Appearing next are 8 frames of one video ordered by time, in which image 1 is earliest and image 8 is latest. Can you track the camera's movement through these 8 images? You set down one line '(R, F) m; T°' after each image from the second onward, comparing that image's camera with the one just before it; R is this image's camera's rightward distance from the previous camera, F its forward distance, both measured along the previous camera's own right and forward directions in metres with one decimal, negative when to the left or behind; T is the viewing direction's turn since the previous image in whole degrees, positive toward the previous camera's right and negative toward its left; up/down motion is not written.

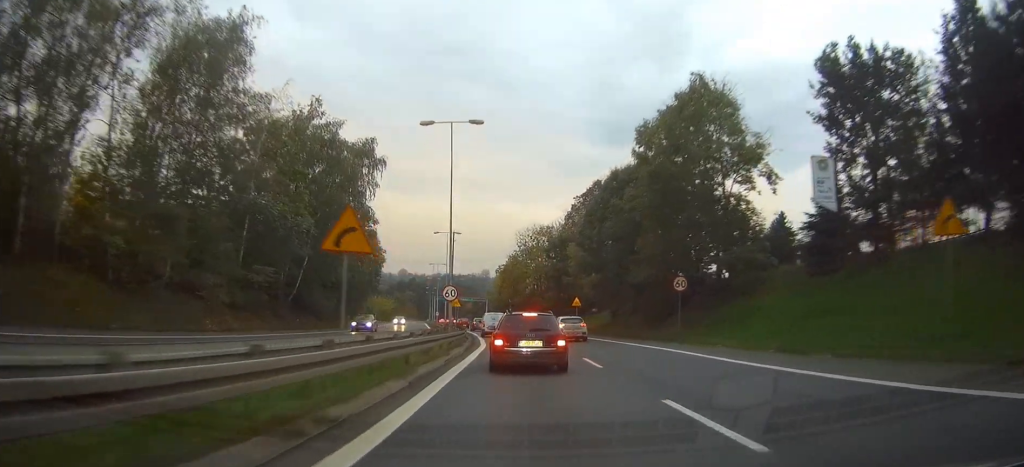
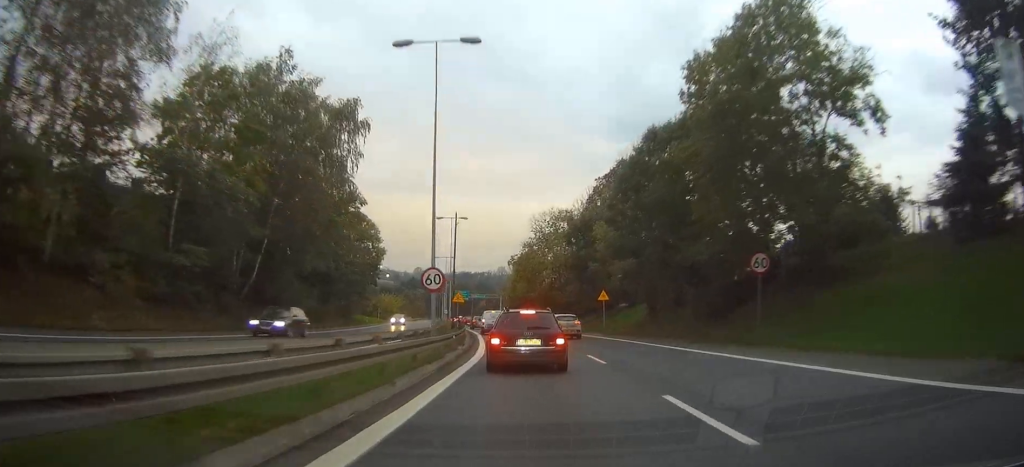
(-0.2, +11.6) m; -1°
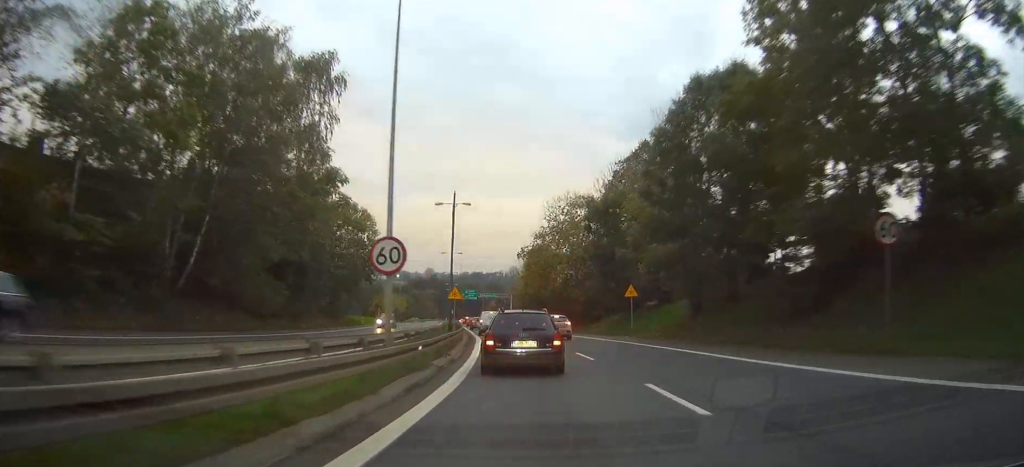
(-0.1, +9.8) m; -1°
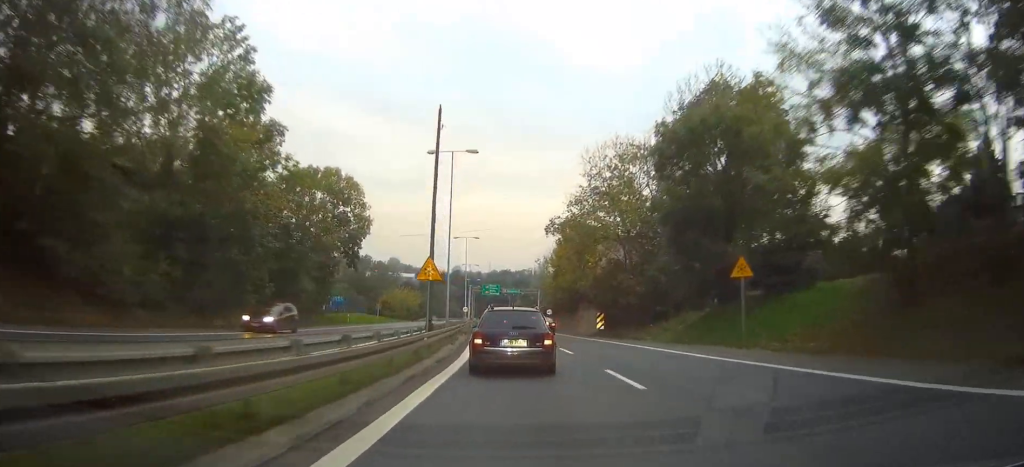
(-0.4, +20.5) m; -3°
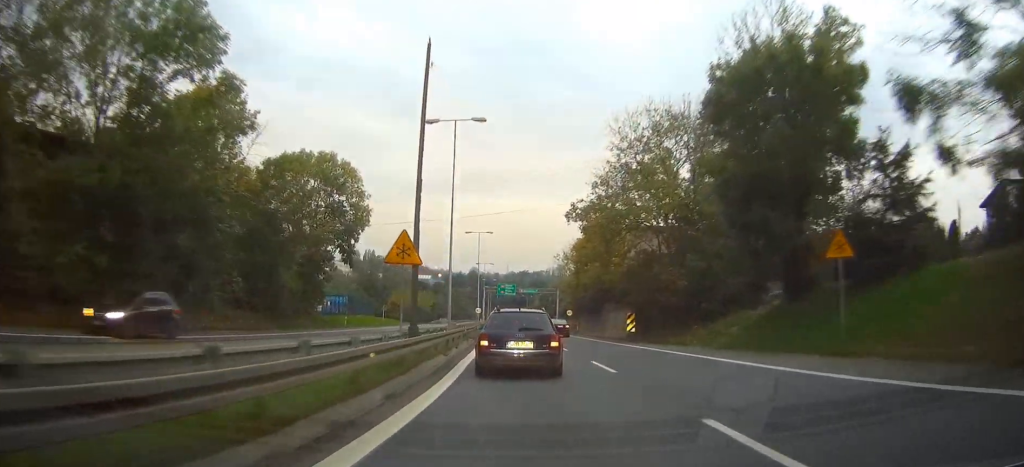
(-0.1, +7.9) m; -1°
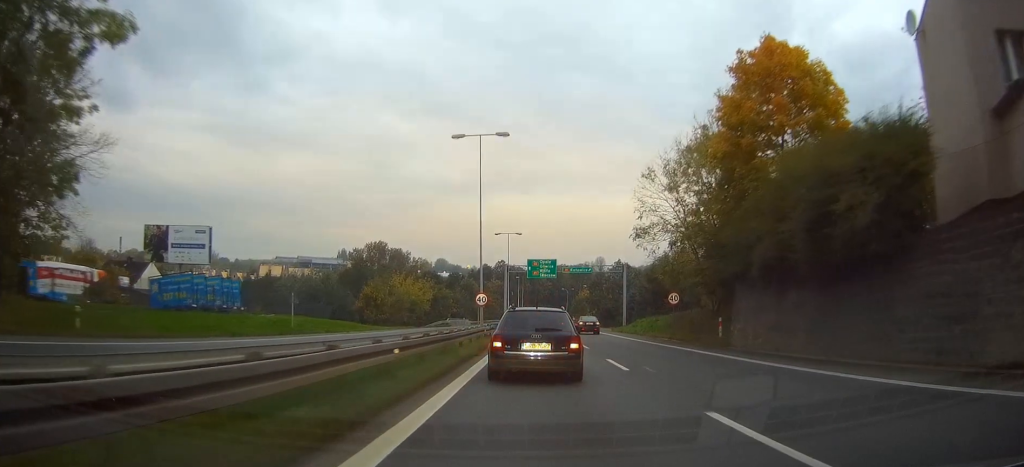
(-2.0, +46.7) m; -3°
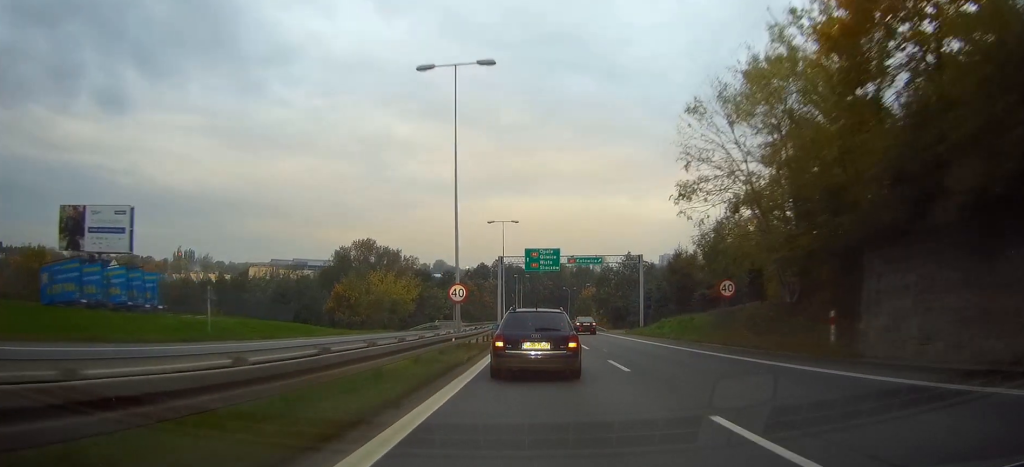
(0.0, +12.8) m; 0°
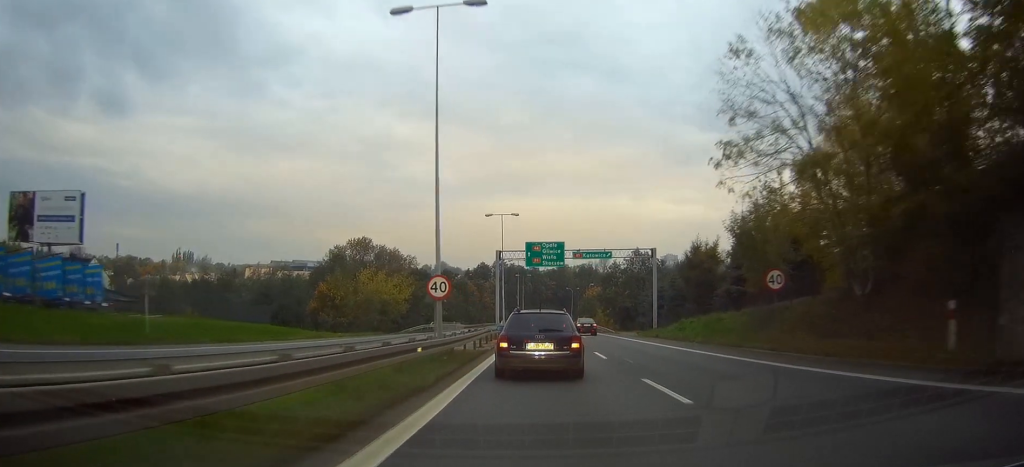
(0.0, +6.4) m; 0°
